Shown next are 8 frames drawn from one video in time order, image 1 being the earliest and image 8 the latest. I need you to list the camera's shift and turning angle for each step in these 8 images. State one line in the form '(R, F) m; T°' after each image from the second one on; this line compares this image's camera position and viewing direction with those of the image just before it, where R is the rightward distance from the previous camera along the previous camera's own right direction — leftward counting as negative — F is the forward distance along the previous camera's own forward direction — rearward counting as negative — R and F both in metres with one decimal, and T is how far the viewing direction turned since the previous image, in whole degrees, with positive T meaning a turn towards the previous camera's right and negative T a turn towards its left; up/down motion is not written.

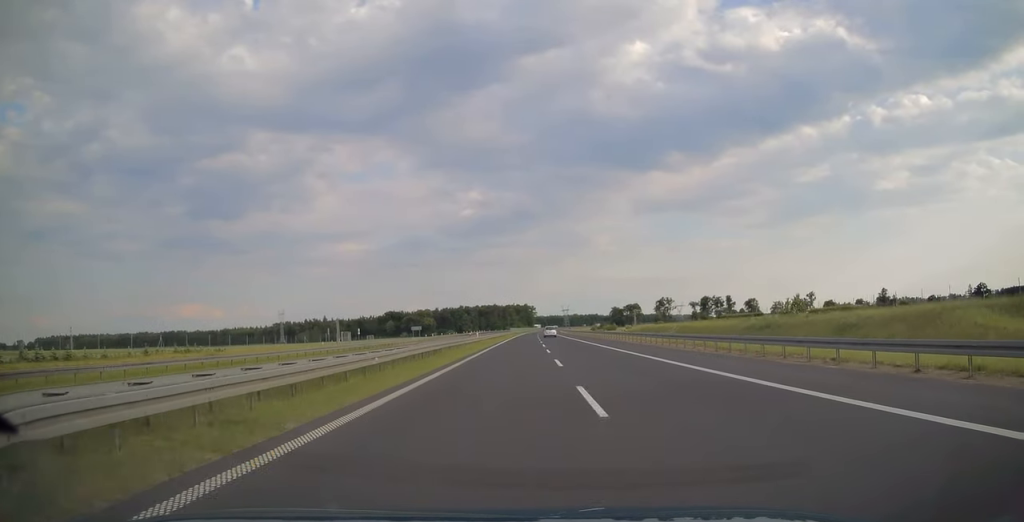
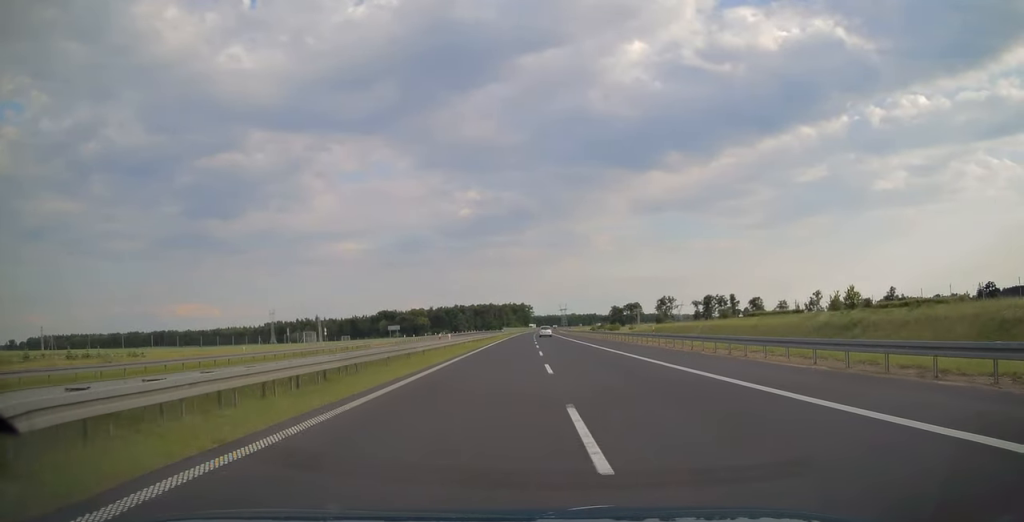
(0.0, +15.3) m; 0°
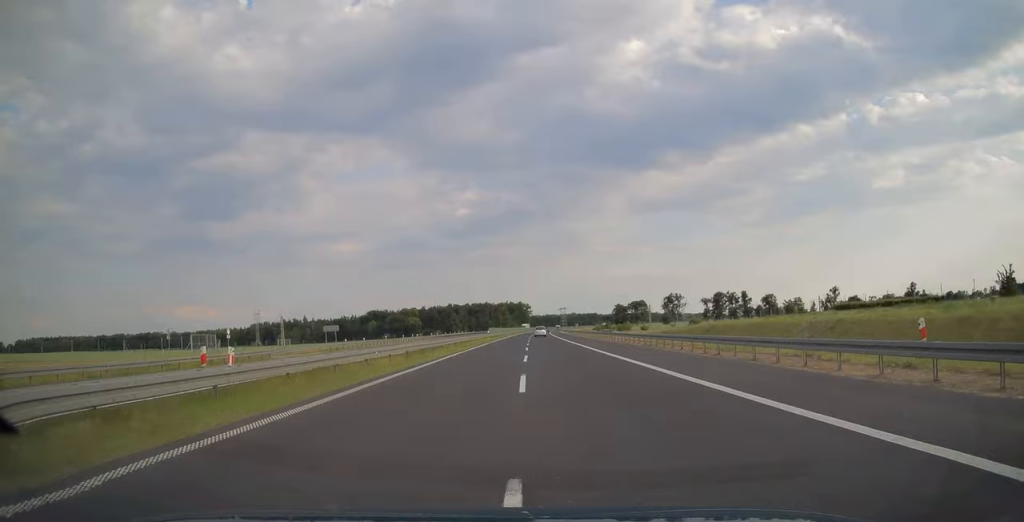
(+0.3, +29.0) m; 0°
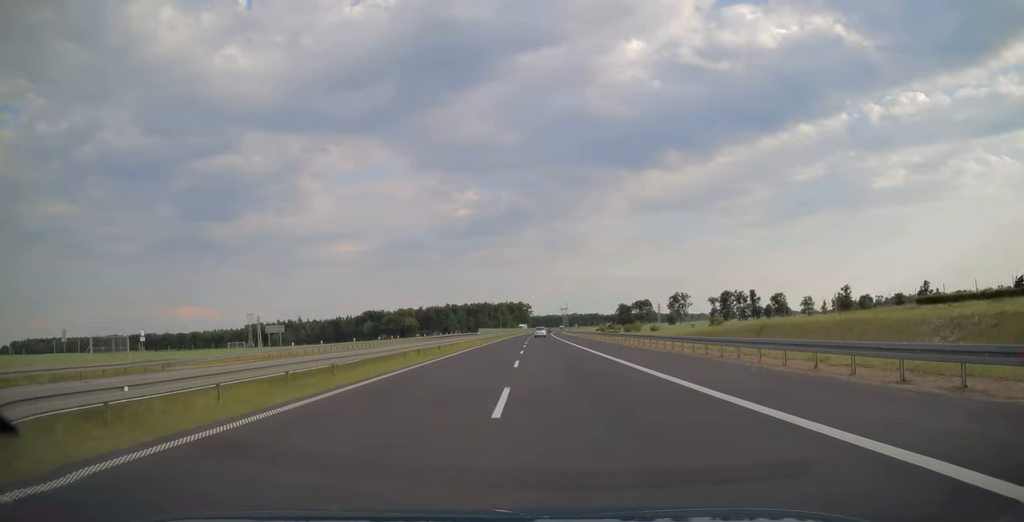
(0.0, +15.3) m; 0°
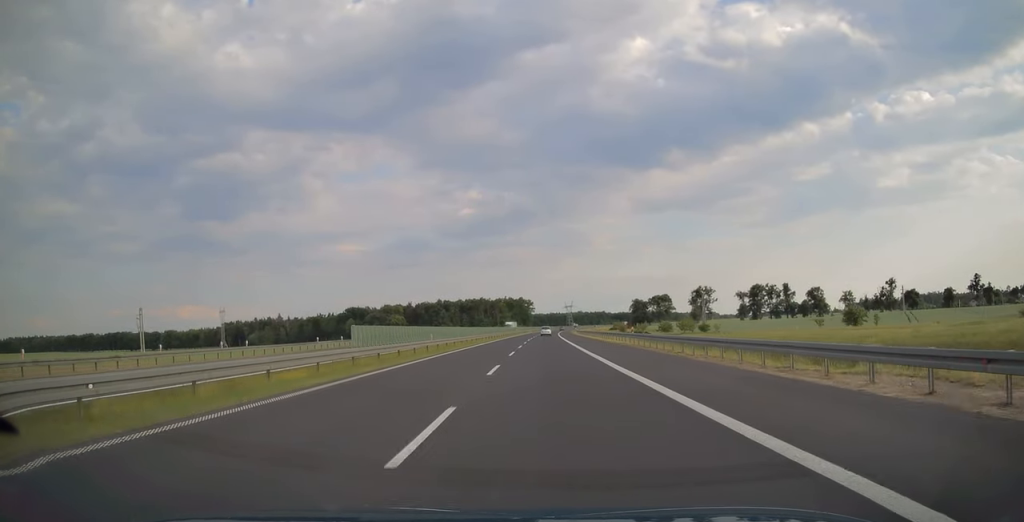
(-0.2, +52.0) m; 0°
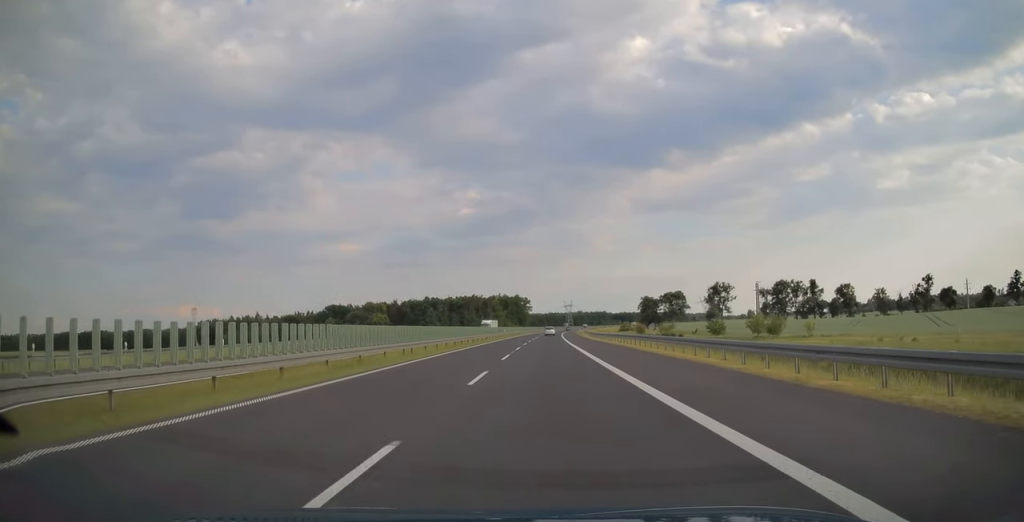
(+0.1, +38.8) m; 0°
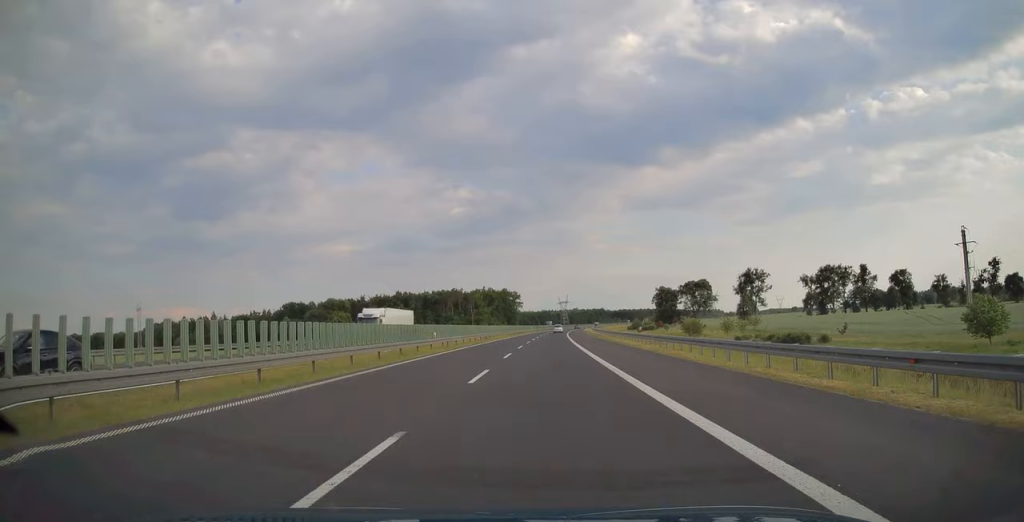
(0.0, +59.7) m; 0°
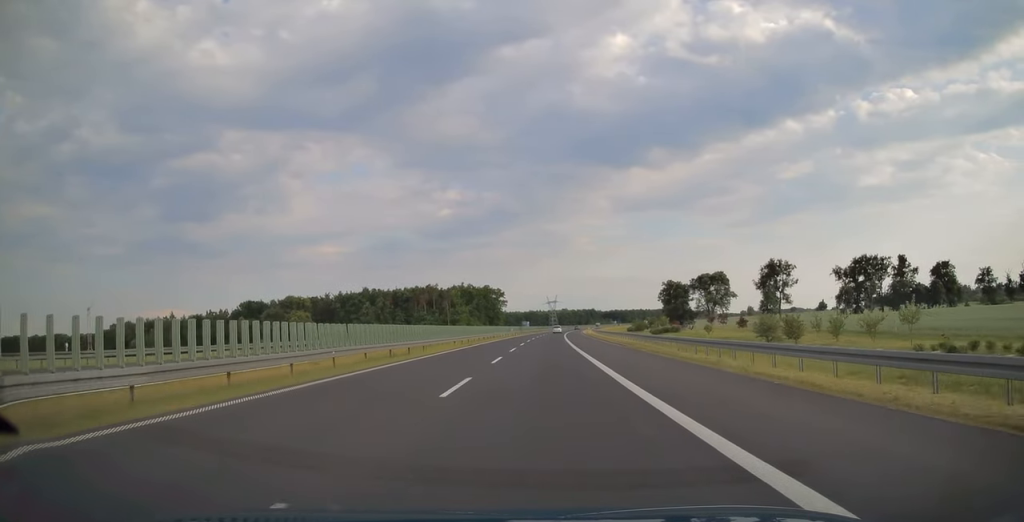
(+0.3, +39.5) m; +1°
